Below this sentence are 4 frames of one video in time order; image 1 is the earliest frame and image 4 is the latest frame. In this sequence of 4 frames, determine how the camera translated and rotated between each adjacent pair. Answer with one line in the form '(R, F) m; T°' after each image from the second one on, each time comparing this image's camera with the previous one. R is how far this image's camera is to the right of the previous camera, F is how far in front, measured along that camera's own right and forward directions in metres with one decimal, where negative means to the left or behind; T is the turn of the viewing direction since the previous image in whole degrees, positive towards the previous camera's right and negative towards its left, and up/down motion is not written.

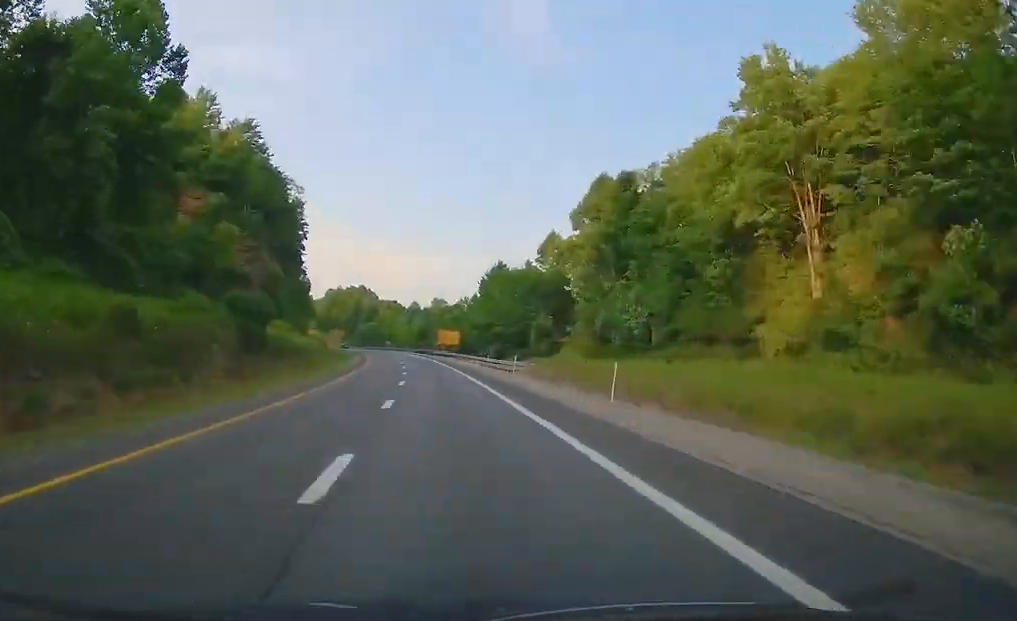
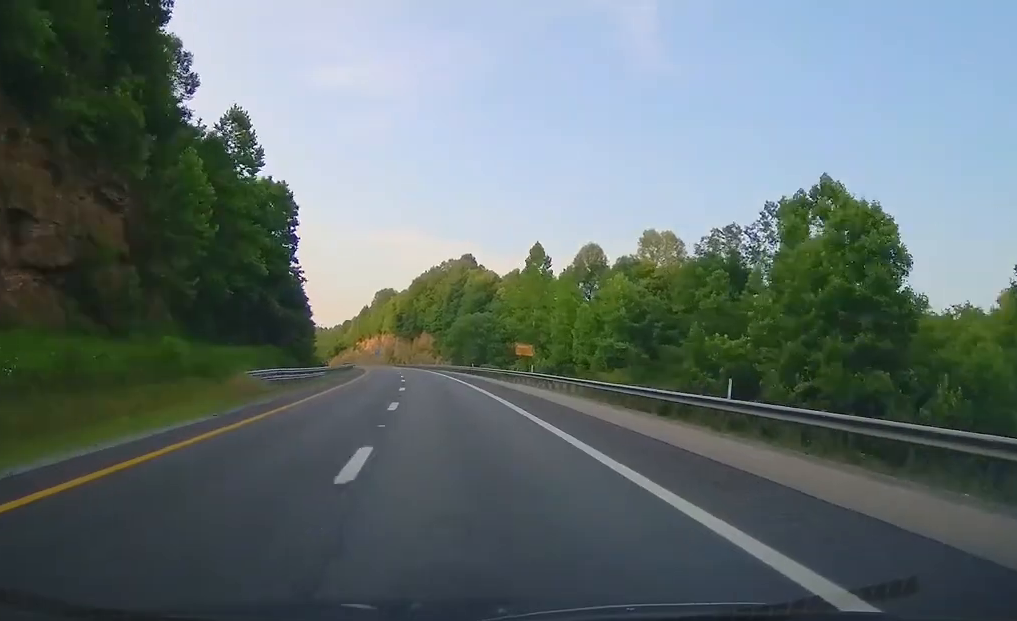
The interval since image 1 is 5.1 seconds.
(-11.6, +156.3) m; -10°
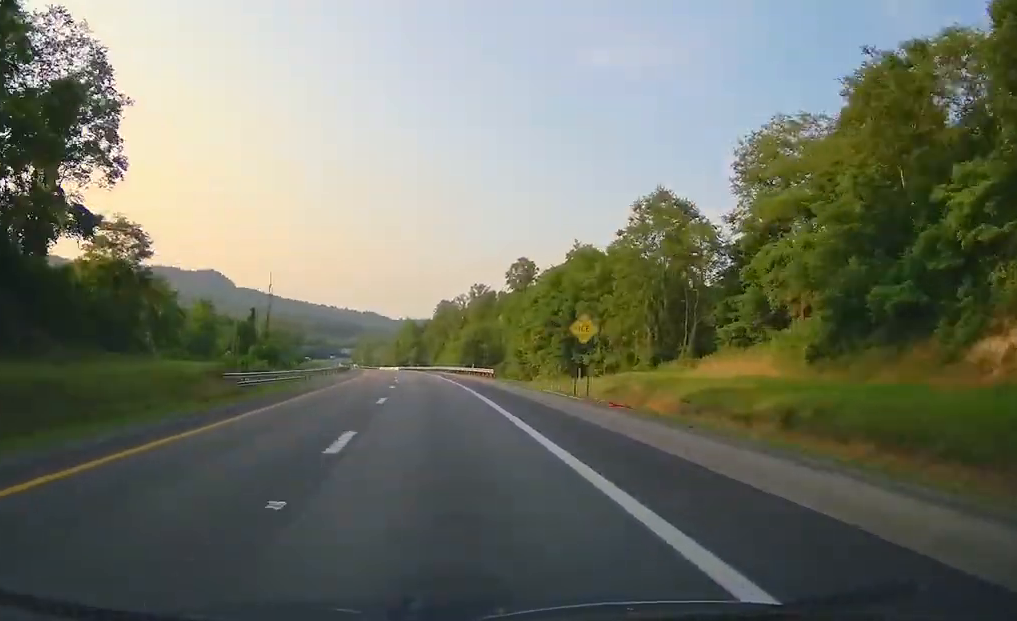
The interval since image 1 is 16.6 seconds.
(-74.0, +340.3) m; -24°
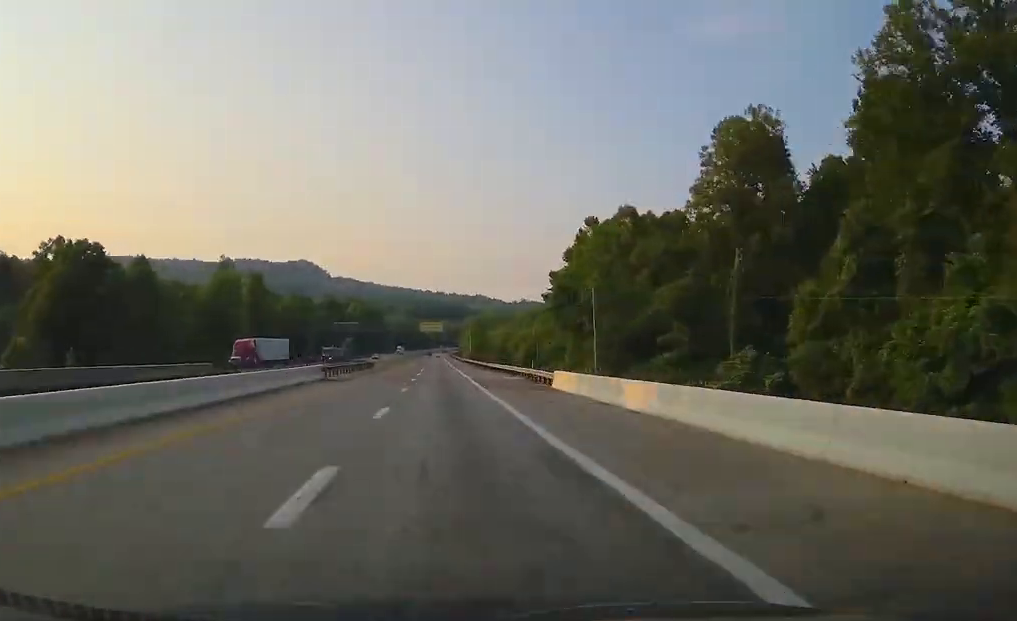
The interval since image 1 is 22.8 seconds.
(-15.2, +195.0) m; -6°
